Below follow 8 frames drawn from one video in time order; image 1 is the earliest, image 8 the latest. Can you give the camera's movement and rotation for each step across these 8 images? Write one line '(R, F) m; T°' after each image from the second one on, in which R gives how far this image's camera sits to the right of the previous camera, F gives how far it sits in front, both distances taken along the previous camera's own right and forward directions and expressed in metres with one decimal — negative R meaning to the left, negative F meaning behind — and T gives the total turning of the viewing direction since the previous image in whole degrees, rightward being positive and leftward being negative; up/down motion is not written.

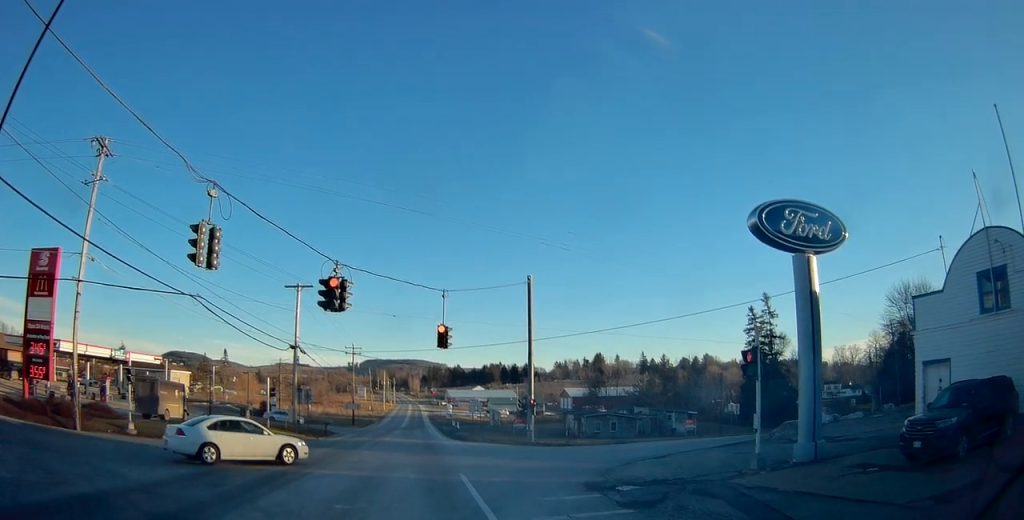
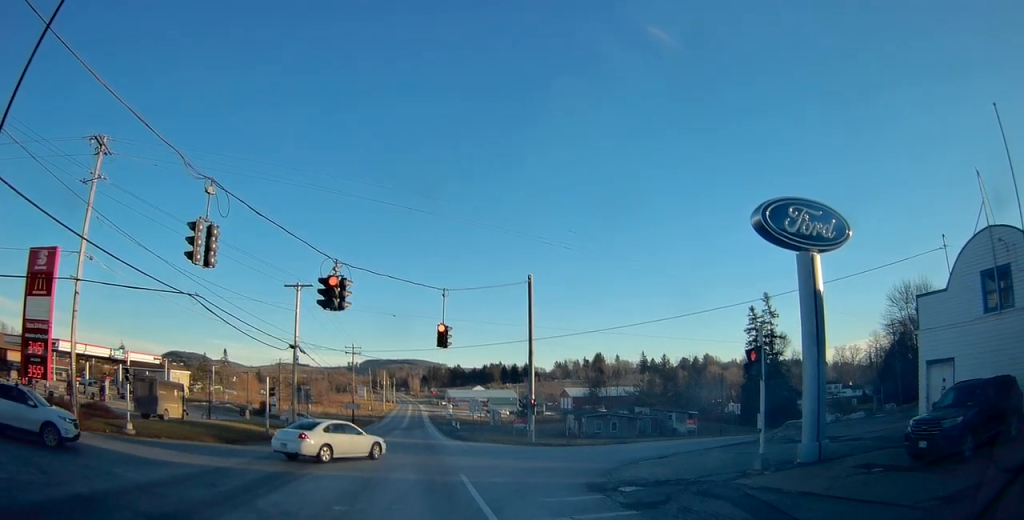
(0.0, 0.0) m; 0°
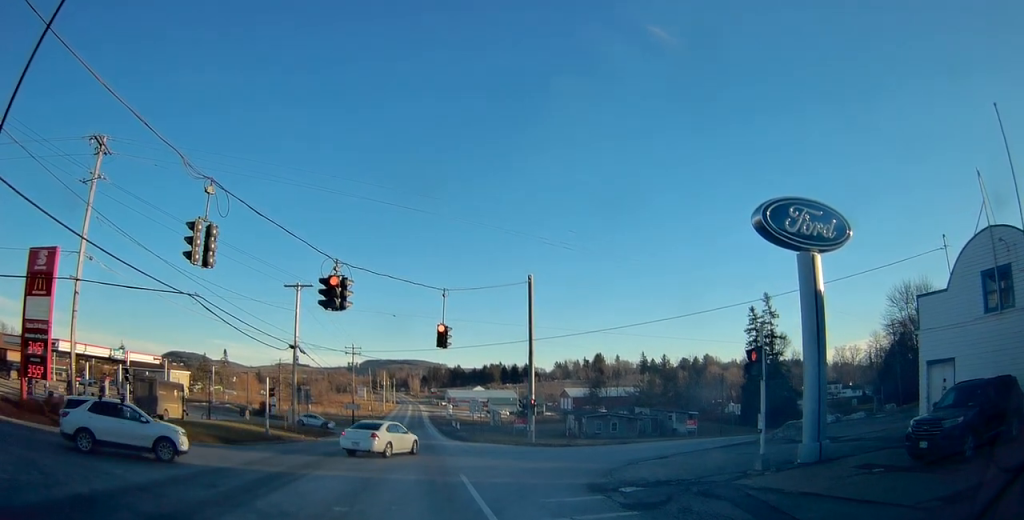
(0.0, 0.0) m; 0°
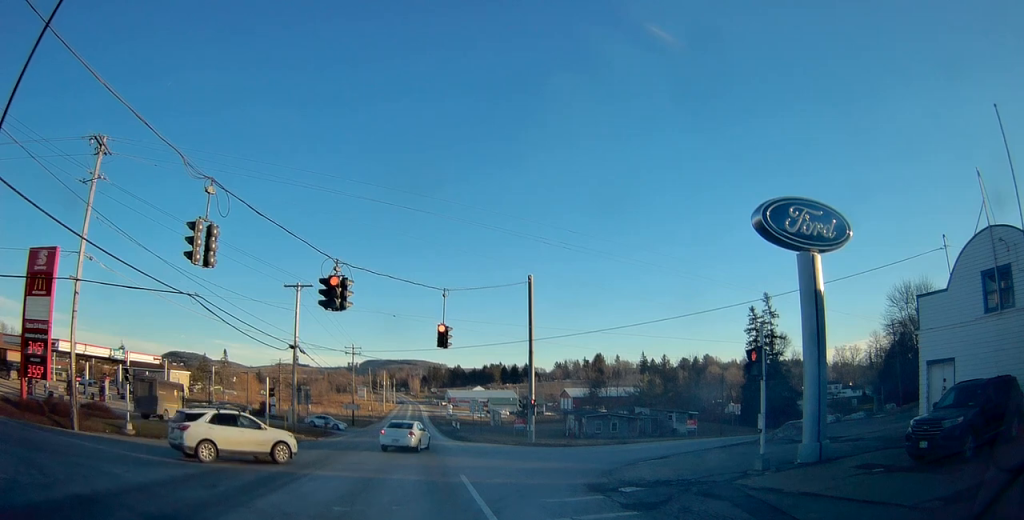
(0.0, 0.0) m; 0°
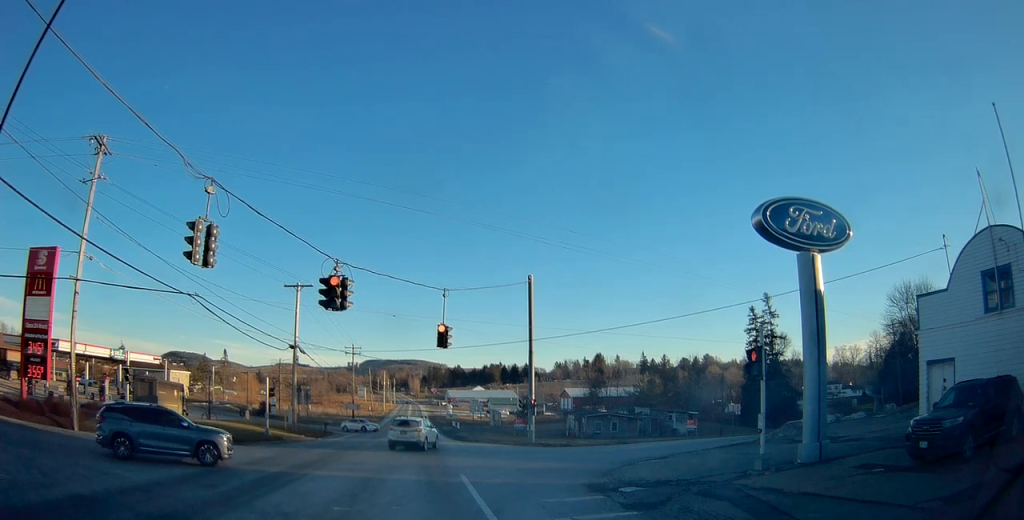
(0.0, 0.0) m; 0°
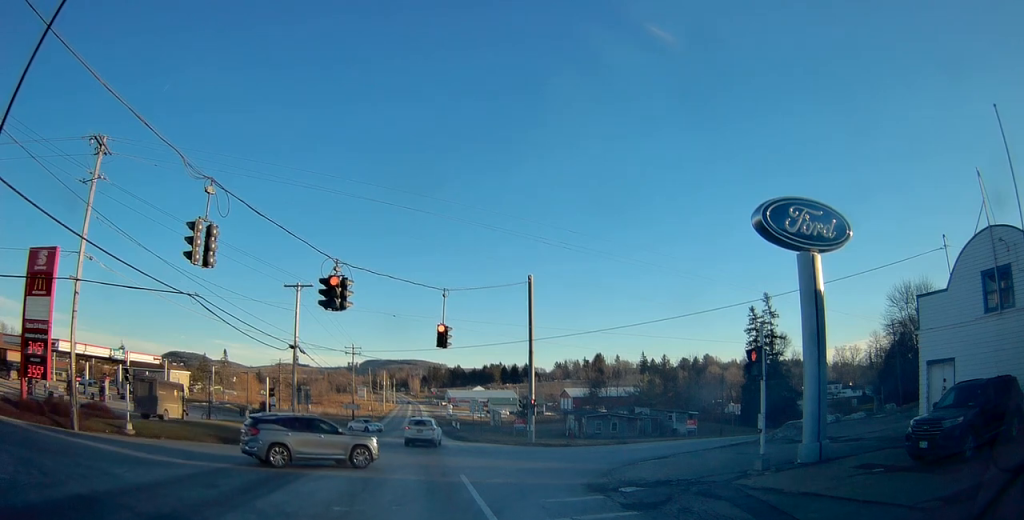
(0.0, 0.0) m; 0°
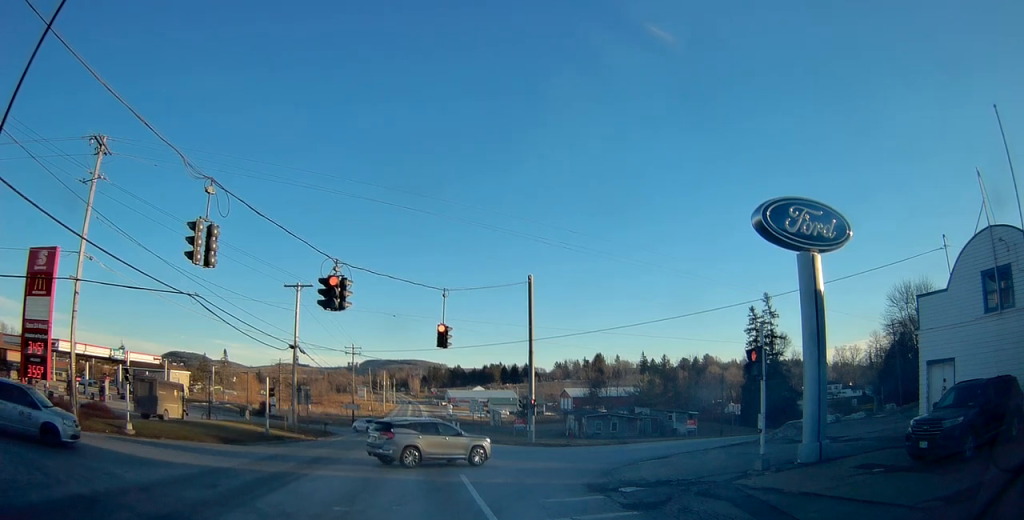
(0.0, 0.0) m; 0°
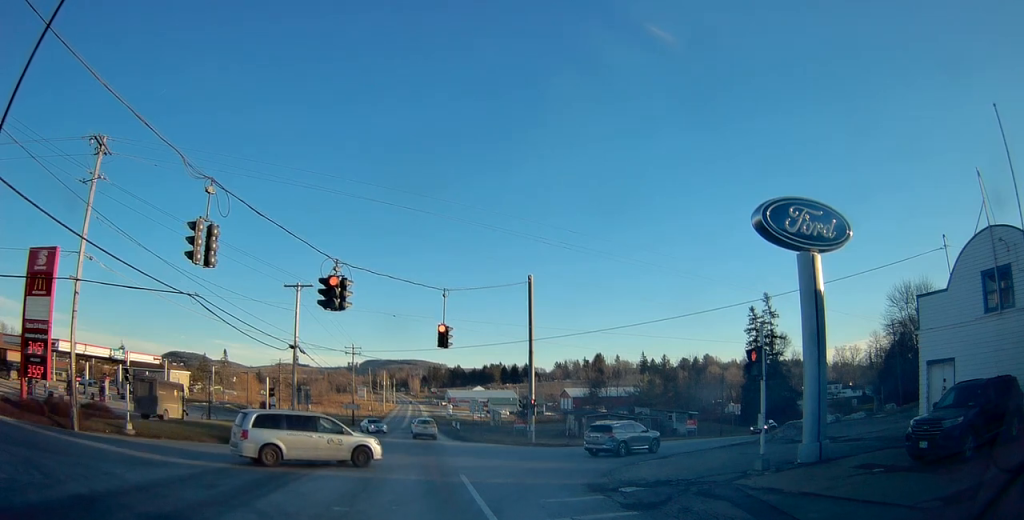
(0.0, 0.0) m; 0°
